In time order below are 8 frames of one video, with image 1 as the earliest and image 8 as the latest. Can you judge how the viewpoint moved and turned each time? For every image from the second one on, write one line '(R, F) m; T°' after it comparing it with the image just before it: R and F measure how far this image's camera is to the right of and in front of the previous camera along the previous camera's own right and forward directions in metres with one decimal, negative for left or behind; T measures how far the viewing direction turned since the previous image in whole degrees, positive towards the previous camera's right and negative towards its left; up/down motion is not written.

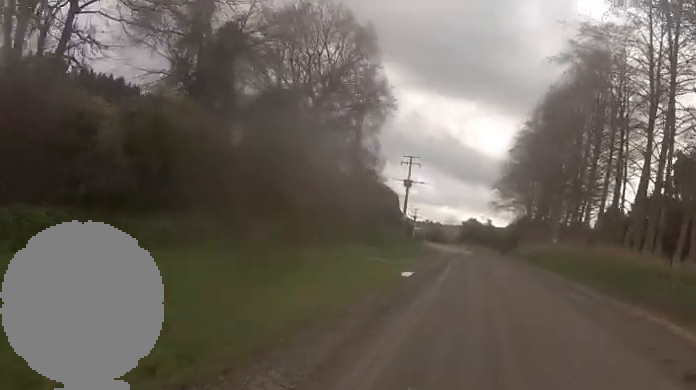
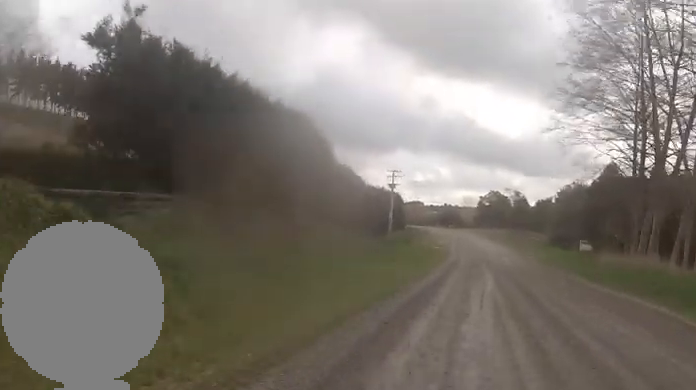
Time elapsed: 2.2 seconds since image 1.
(-4.5, +51.5) m; -9°
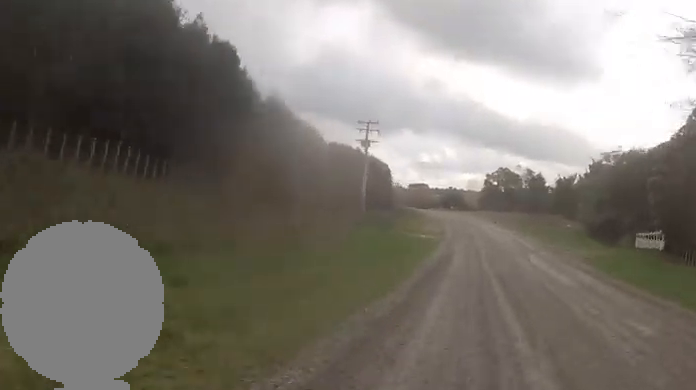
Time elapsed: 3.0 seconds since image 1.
(0.0, +17.0) m; 0°
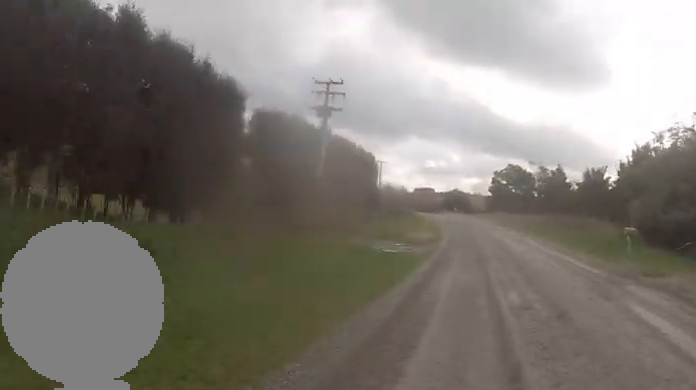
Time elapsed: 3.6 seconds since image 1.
(0.0, +14.0) m; 0°
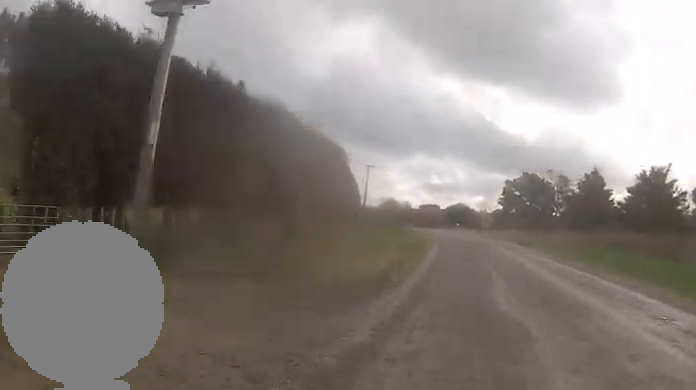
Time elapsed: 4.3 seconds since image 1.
(0.0, +17.8) m; 0°
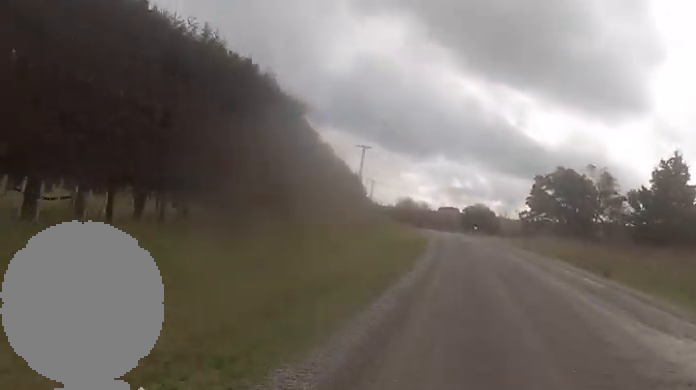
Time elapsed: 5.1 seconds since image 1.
(0.0, +17.8) m; 0°
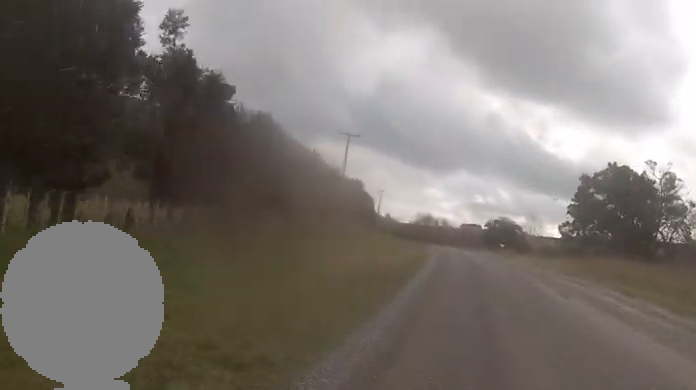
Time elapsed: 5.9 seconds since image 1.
(0.0, +17.9) m; 0°
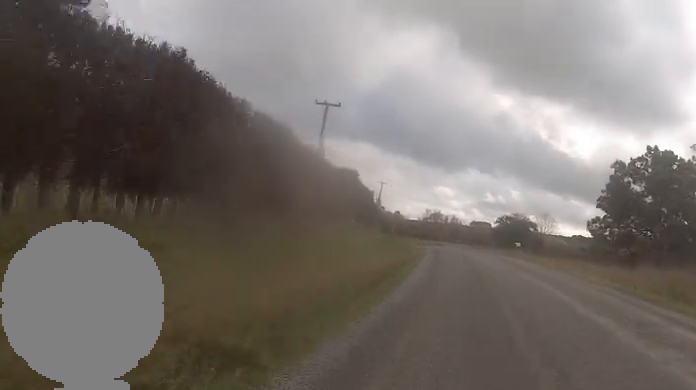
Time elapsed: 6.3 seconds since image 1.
(0.0, +10.1) m; -1°
